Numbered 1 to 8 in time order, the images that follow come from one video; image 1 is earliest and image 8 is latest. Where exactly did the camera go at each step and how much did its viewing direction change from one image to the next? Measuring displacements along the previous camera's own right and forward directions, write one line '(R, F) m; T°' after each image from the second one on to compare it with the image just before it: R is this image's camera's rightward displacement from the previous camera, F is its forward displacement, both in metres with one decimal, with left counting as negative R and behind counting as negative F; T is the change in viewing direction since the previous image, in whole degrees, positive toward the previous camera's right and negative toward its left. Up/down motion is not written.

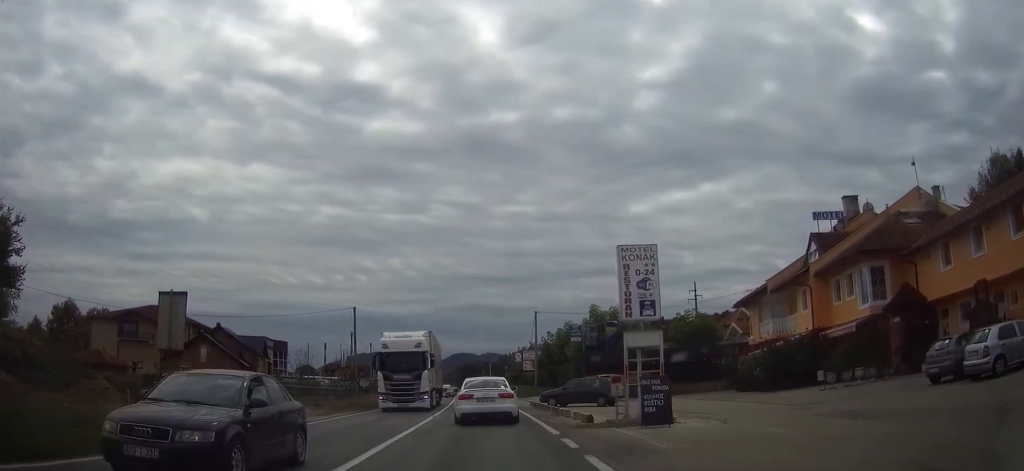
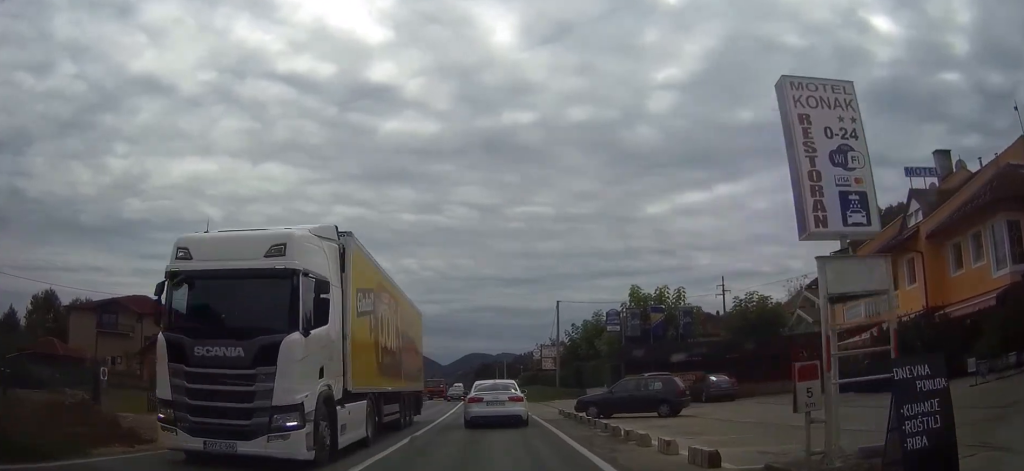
(0.0, +10.6) m; -1°
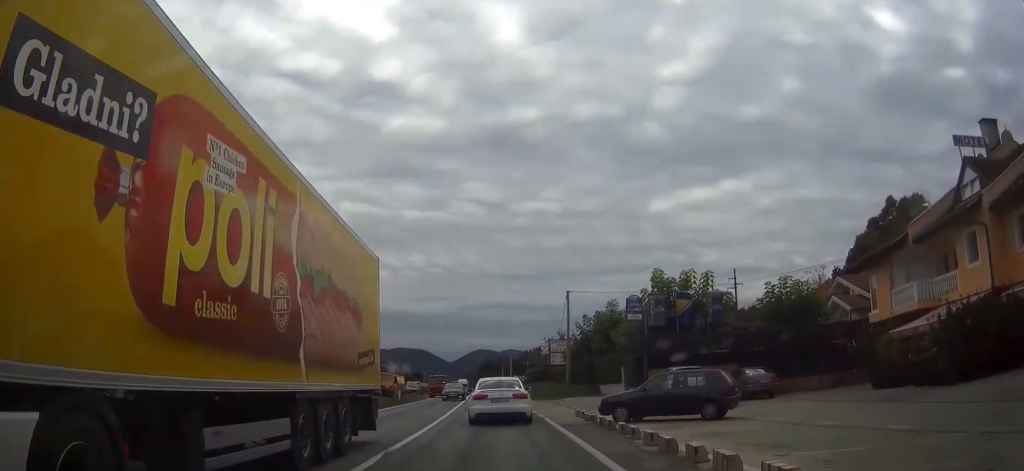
(0.0, +4.7) m; -1°
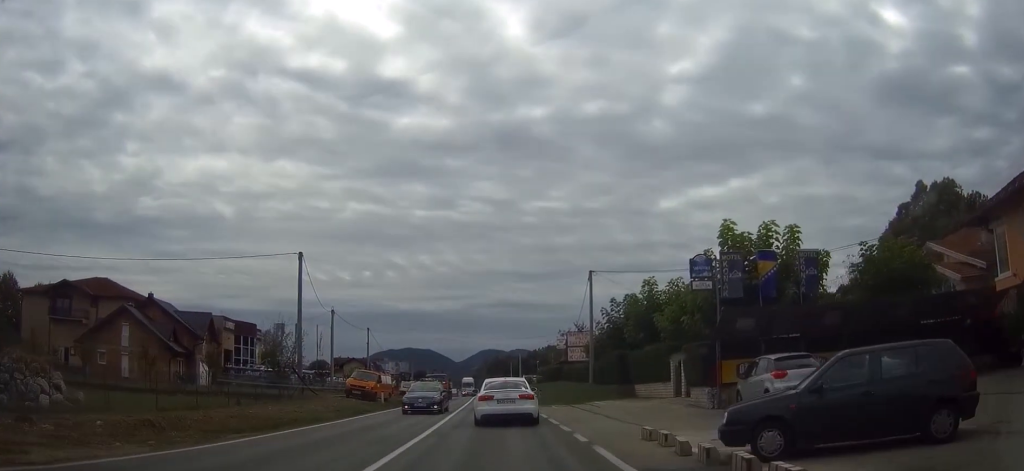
(-0.1, +10.5) m; -1°
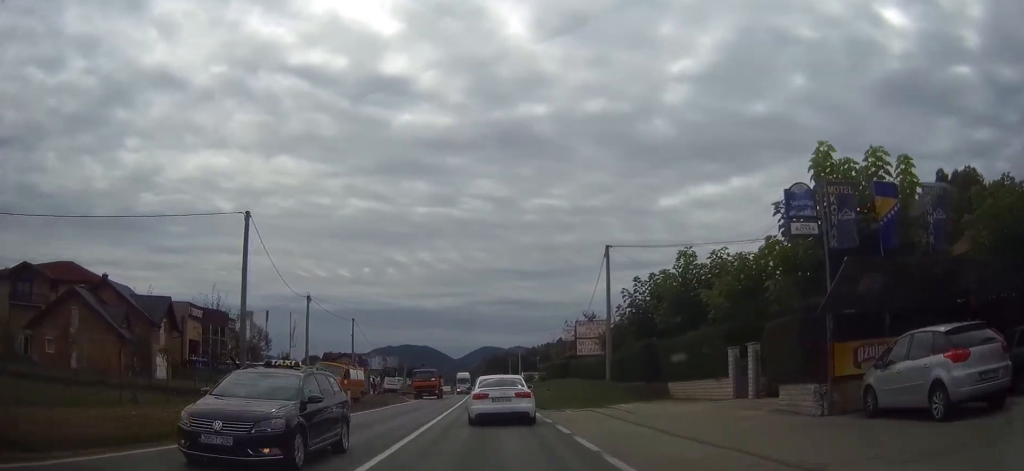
(0.0, +8.6) m; 0°
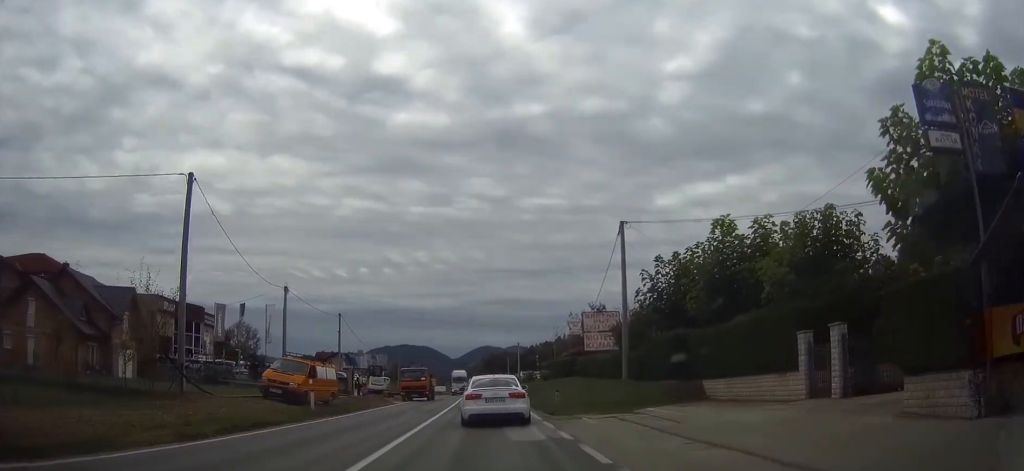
(0.0, +6.1) m; 0°
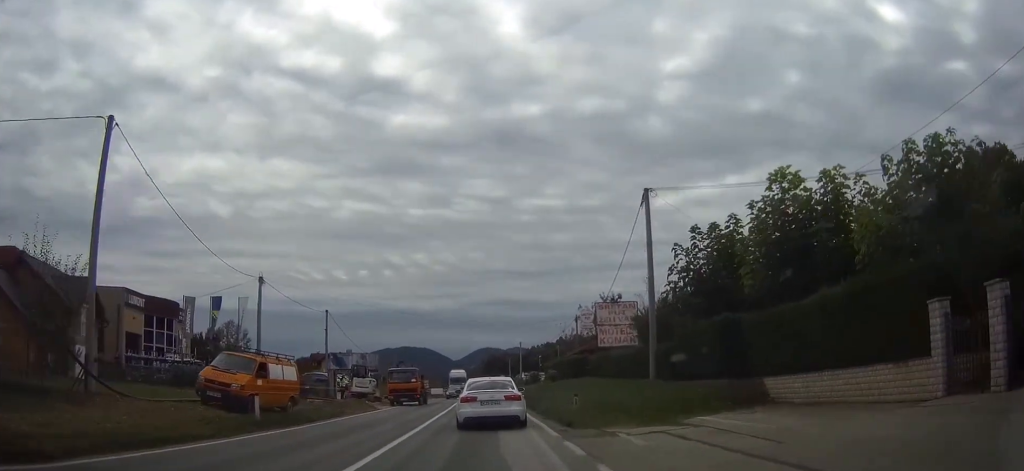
(0.0, +6.2) m; 0°
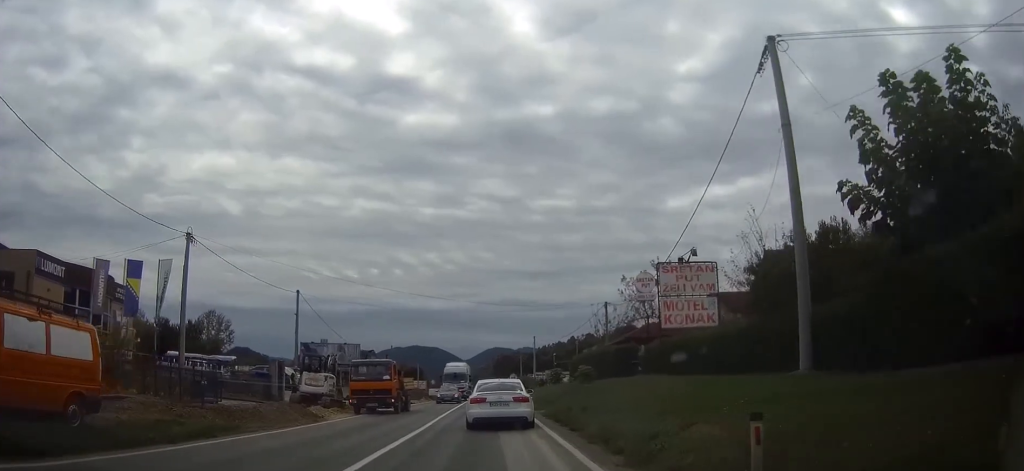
(-0.2, +14.0) m; -1°
